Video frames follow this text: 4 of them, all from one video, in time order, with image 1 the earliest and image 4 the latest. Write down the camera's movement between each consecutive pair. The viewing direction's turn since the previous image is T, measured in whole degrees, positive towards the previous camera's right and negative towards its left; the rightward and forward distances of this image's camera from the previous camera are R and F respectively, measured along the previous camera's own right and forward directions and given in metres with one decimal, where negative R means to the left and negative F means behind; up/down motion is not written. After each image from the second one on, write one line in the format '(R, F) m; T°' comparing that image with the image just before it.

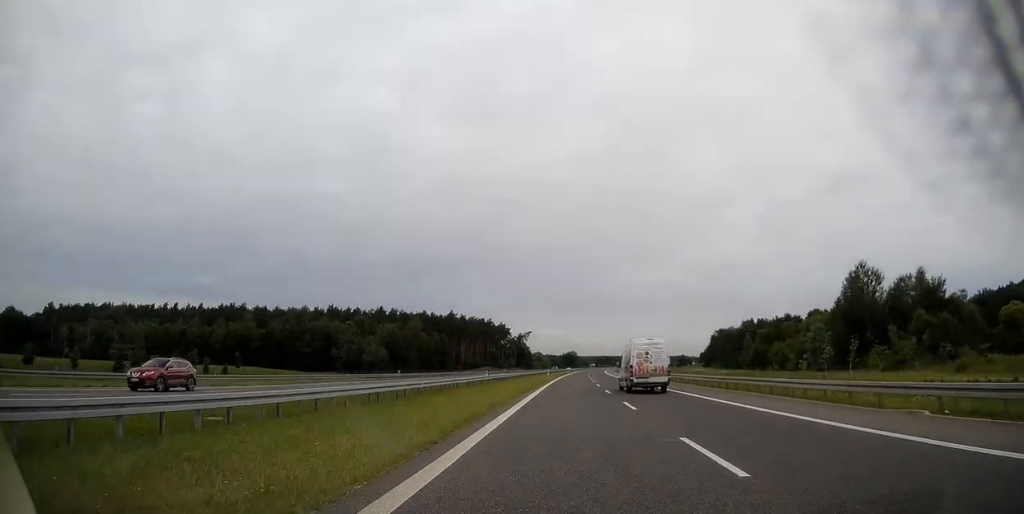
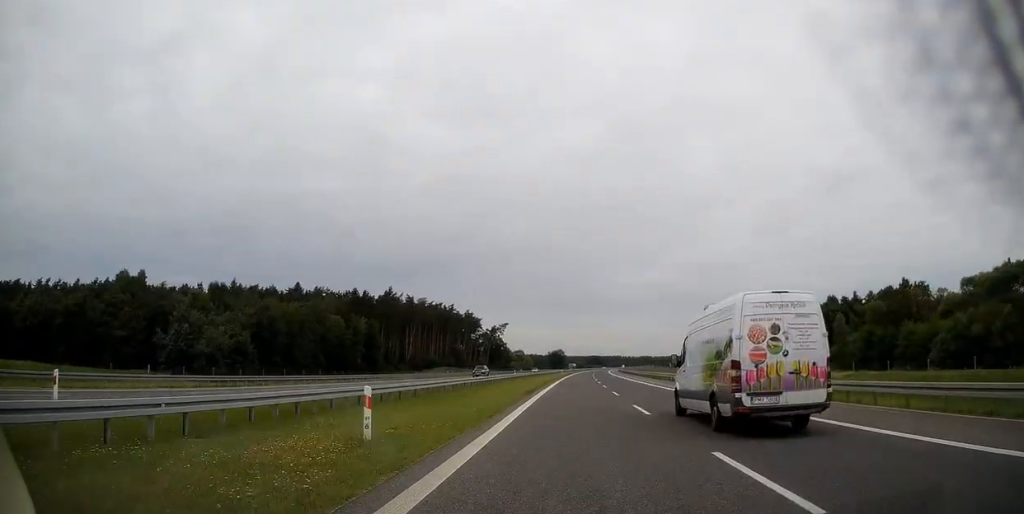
(+0.9, +73.4) m; +1°
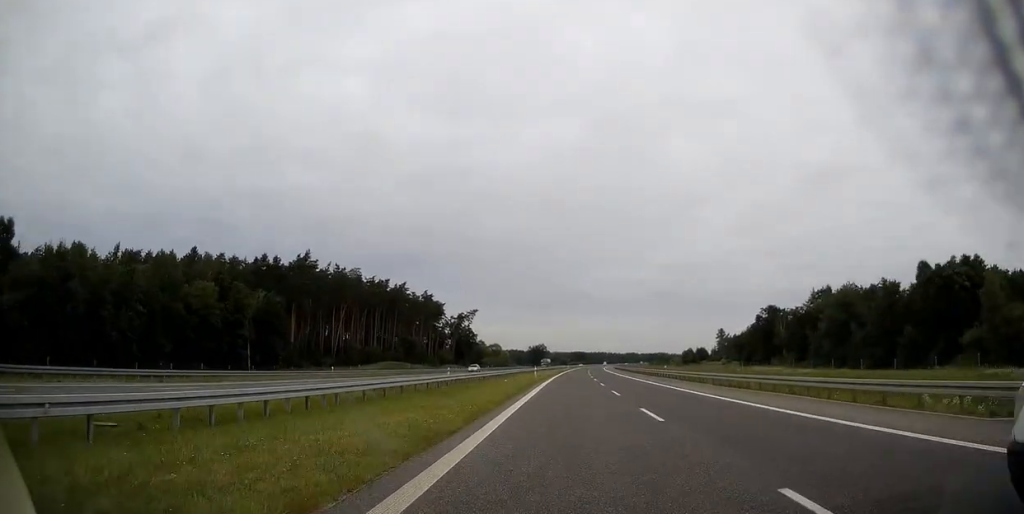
(+0.4, +50.6) m; +1°
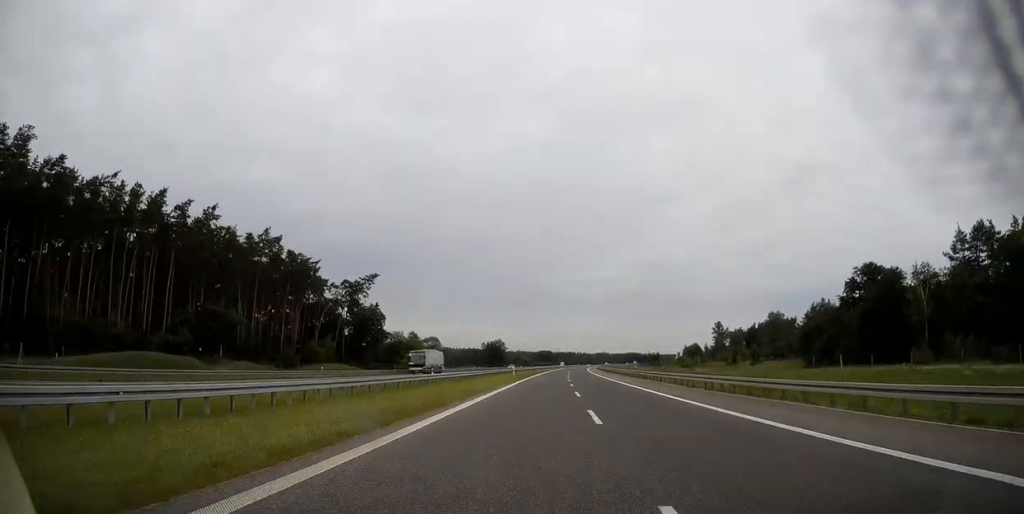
(+2.5, +96.4) m; +3°
